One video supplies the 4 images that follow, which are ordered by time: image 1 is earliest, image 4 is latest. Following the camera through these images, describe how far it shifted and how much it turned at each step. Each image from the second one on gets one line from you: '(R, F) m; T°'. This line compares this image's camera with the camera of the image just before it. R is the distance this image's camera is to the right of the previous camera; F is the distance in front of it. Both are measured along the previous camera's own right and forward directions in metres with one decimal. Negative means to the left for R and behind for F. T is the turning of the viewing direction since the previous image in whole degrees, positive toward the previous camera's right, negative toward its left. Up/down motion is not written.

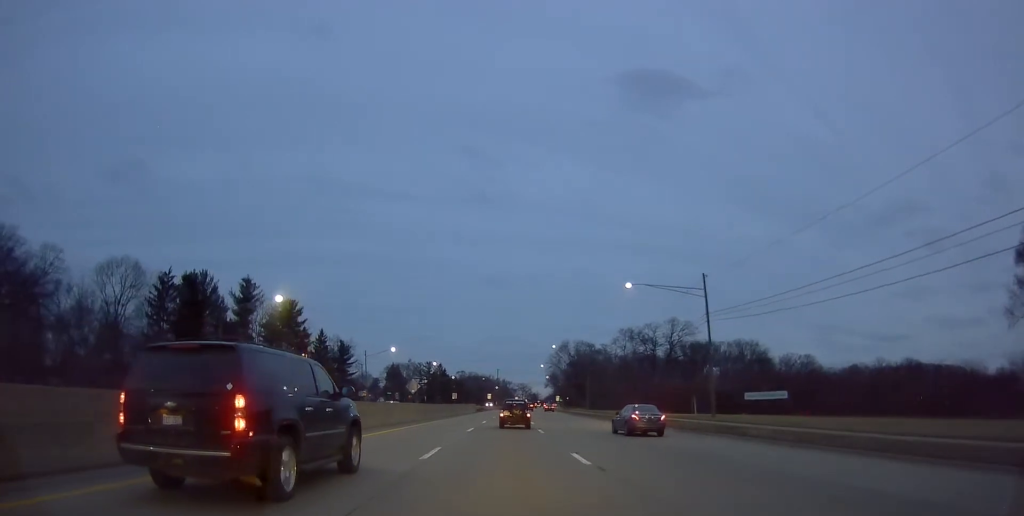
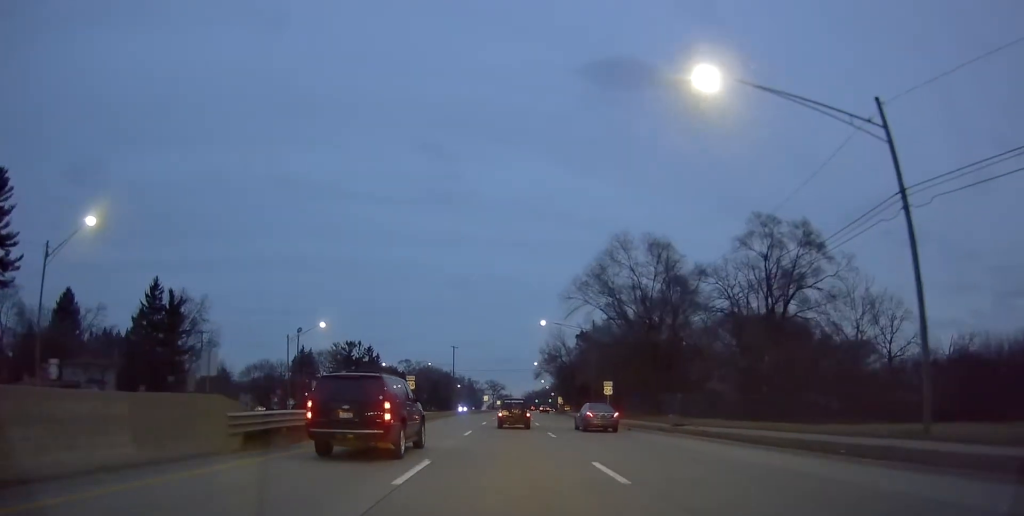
(+1.9, +82.2) m; +5°
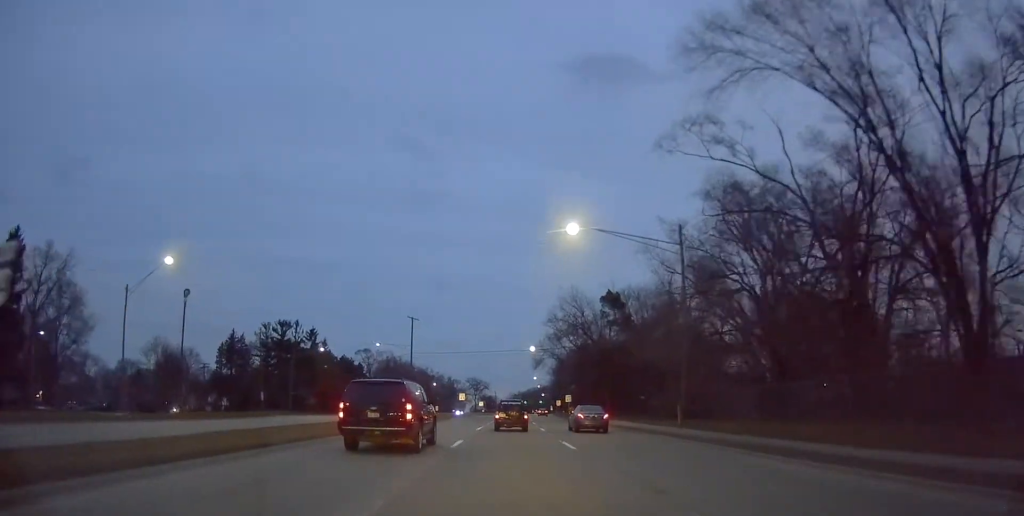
(-0.2, +37.6) m; -2°
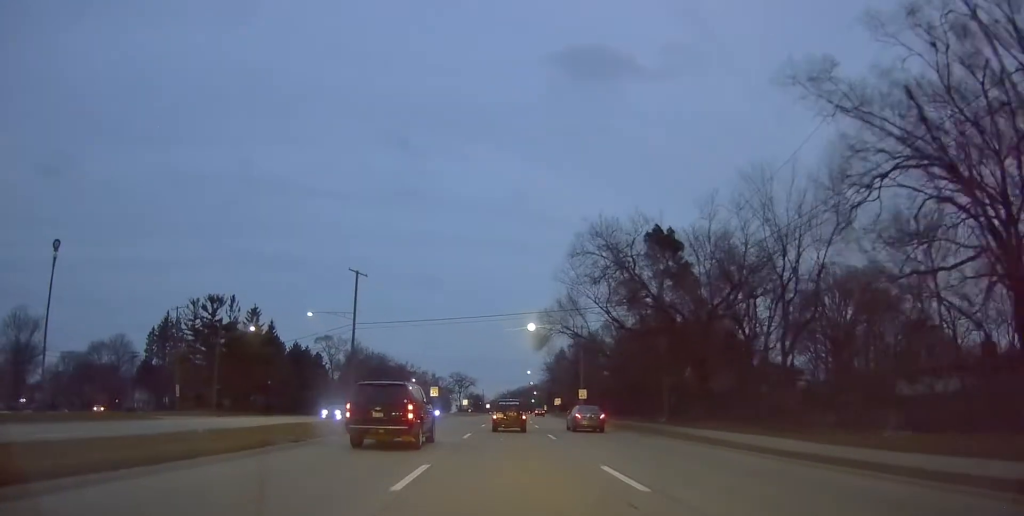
(+0.2, +24.6) m; +2°
